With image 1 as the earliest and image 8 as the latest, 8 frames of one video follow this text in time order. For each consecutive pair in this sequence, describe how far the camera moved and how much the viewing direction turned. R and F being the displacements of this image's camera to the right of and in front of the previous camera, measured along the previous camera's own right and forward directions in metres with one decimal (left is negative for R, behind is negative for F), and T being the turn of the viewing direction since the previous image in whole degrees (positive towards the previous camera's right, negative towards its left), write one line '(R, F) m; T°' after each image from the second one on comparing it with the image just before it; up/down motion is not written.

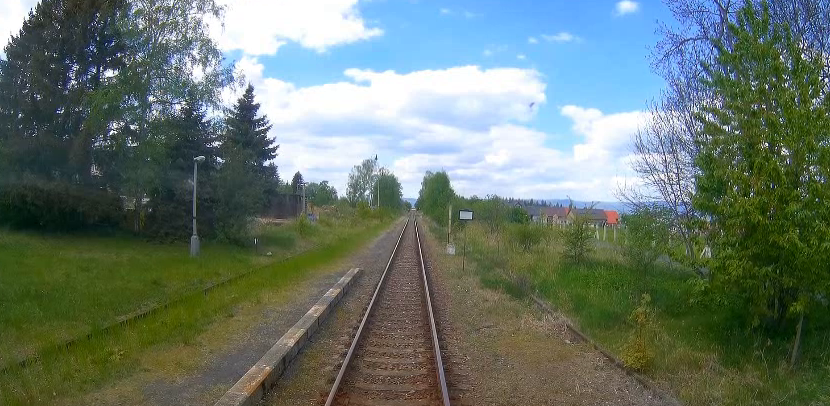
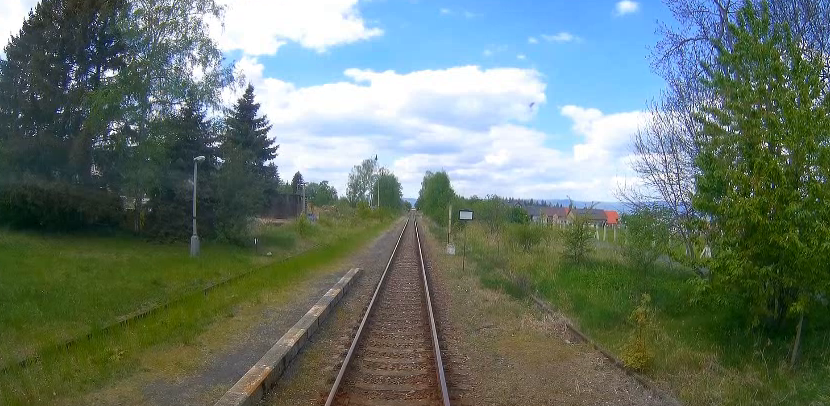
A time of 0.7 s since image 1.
(0.0, 0.0) m; 0°
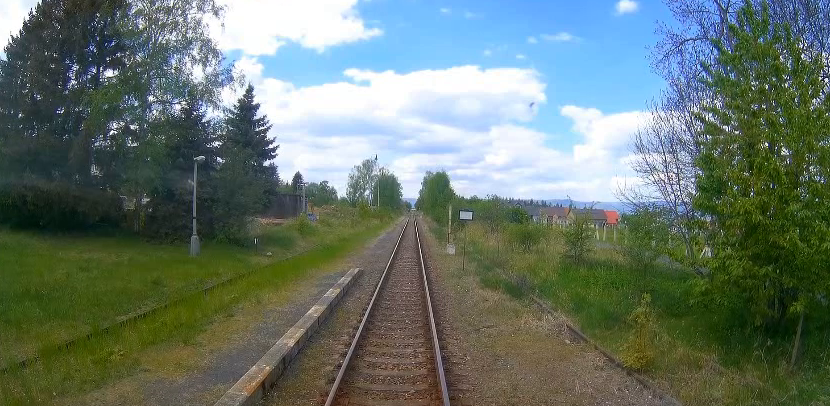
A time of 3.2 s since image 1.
(0.0, 0.0) m; 0°
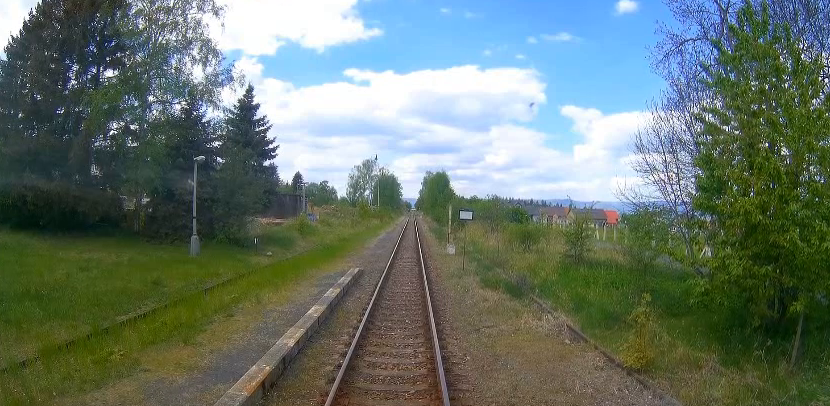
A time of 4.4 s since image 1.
(0.0, 0.0) m; 0°
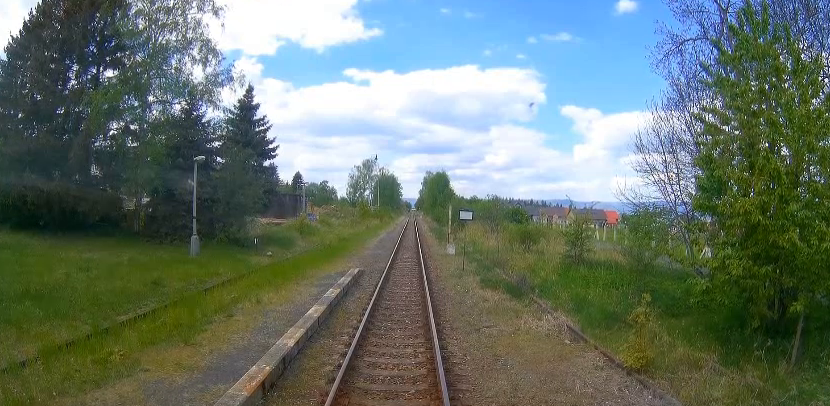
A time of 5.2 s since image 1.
(0.0, 0.0) m; 0°
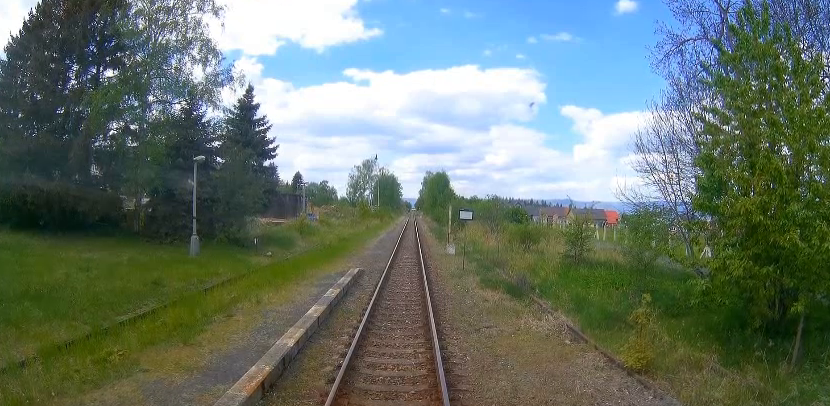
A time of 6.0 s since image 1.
(0.0, 0.0) m; 0°
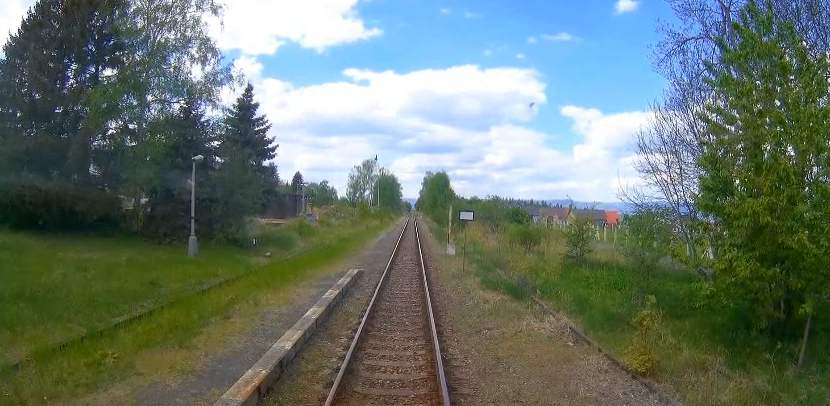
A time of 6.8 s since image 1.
(0.0, 0.0) m; 0°
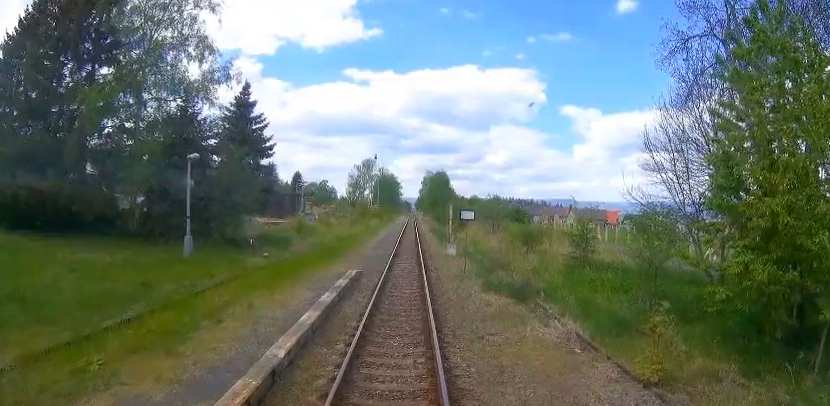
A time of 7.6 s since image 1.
(0.0, 0.0) m; 0°
